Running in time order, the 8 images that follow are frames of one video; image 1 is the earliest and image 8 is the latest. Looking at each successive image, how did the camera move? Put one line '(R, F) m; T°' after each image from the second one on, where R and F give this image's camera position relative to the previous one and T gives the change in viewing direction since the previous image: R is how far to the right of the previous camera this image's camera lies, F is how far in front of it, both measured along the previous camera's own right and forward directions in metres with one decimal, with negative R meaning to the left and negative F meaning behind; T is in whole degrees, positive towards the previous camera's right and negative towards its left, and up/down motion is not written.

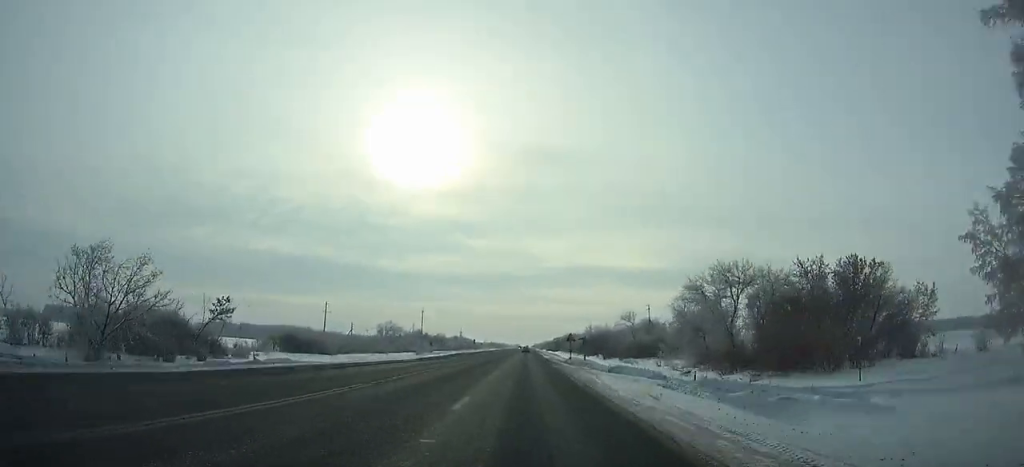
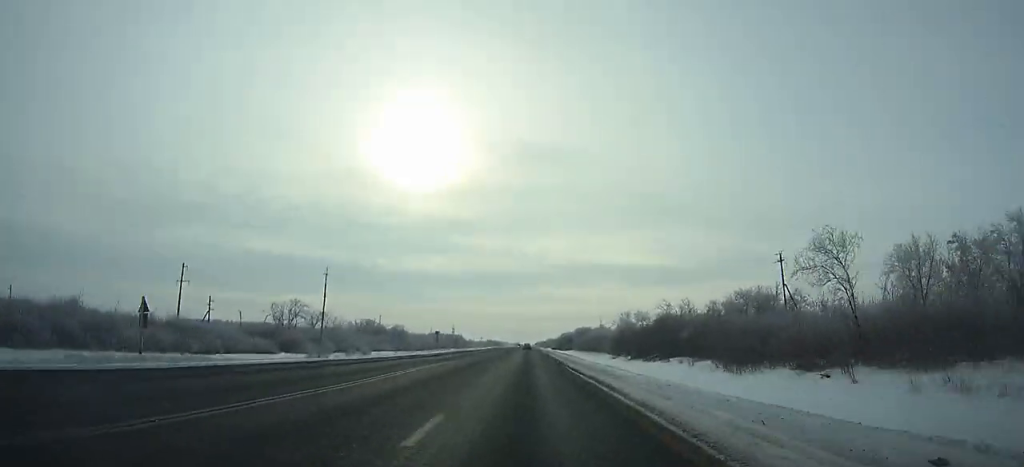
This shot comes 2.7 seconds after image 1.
(+0.2, +76.6) m; 0°
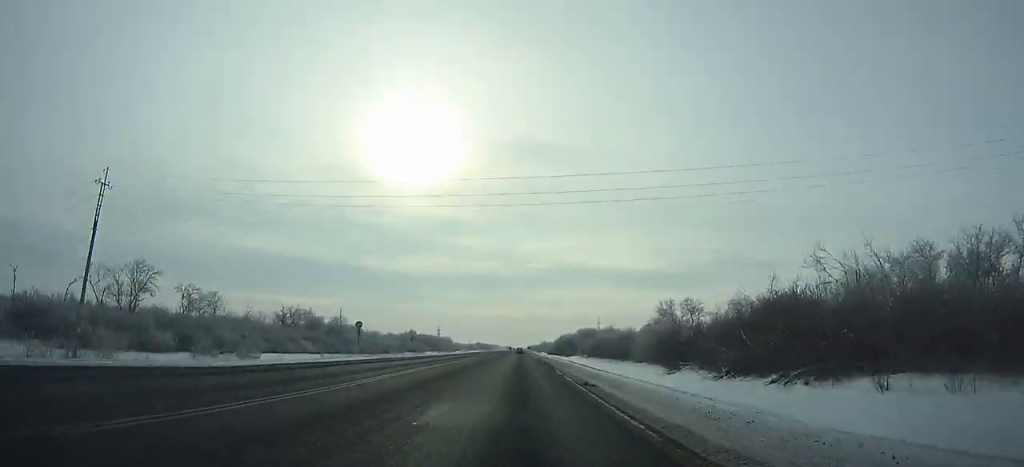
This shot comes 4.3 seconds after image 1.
(0.0, +45.7) m; 0°
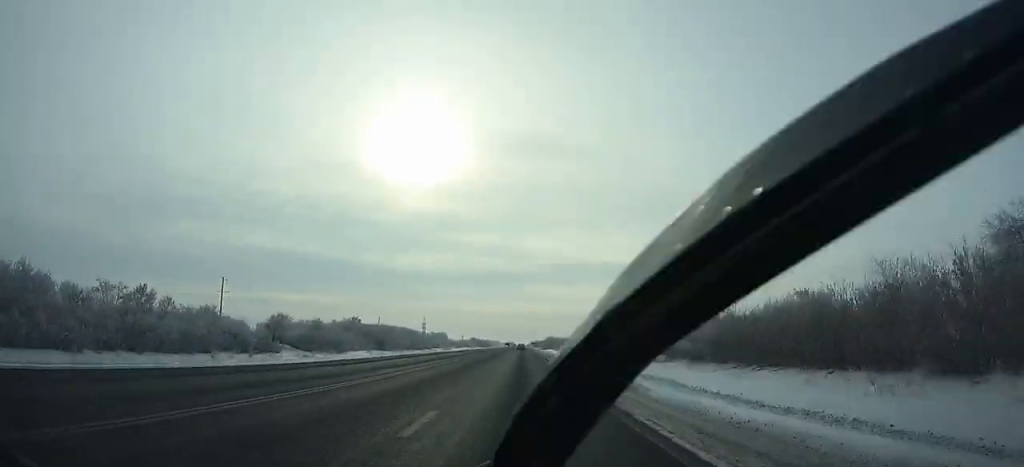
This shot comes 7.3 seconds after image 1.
(-0.1, +85.9) m; 0°
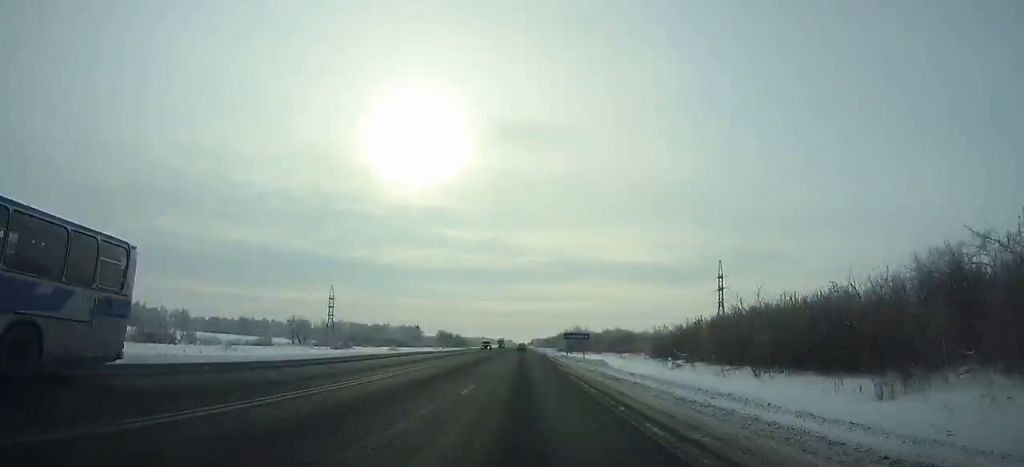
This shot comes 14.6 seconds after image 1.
(+0.6, +206.2) m; 0°
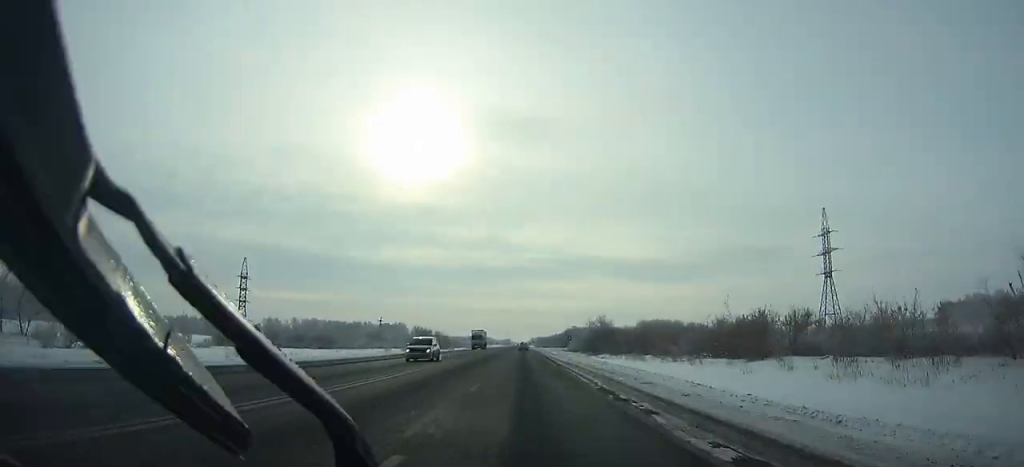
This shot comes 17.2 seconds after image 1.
(0.0, +71.3) m; 0°
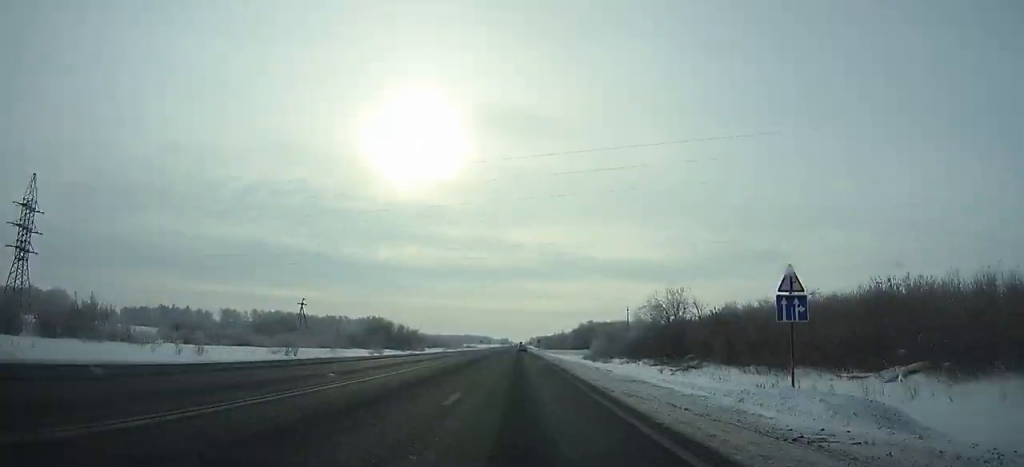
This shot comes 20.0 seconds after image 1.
(+0.1, +76.1) m; 0°
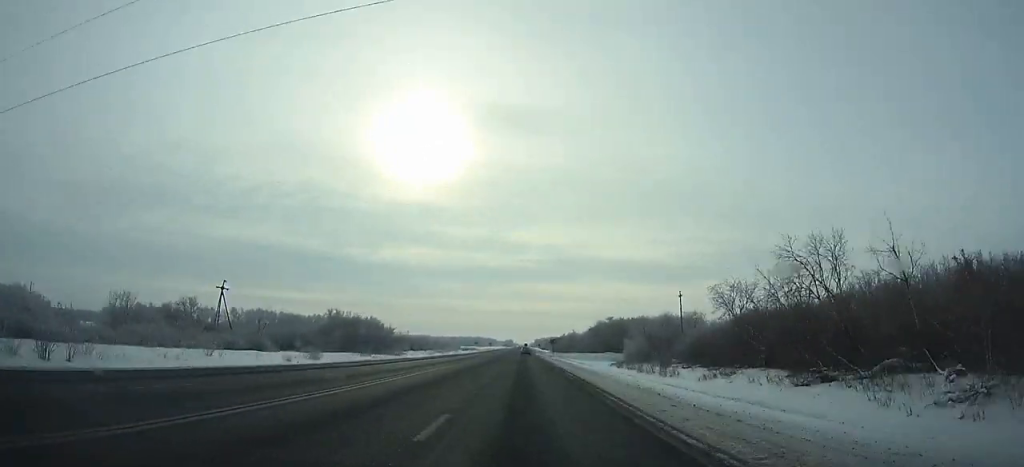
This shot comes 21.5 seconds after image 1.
(0.0, +40.5) m; 0°
